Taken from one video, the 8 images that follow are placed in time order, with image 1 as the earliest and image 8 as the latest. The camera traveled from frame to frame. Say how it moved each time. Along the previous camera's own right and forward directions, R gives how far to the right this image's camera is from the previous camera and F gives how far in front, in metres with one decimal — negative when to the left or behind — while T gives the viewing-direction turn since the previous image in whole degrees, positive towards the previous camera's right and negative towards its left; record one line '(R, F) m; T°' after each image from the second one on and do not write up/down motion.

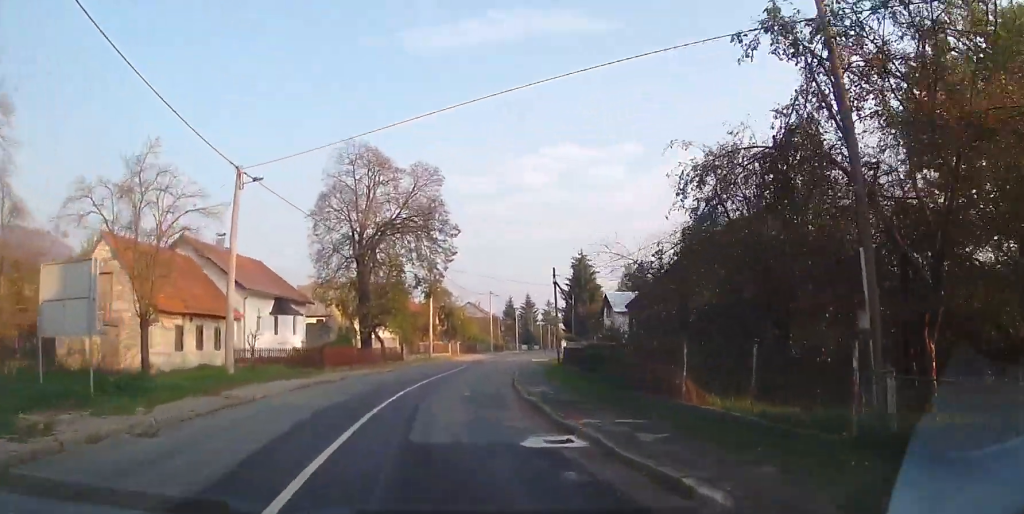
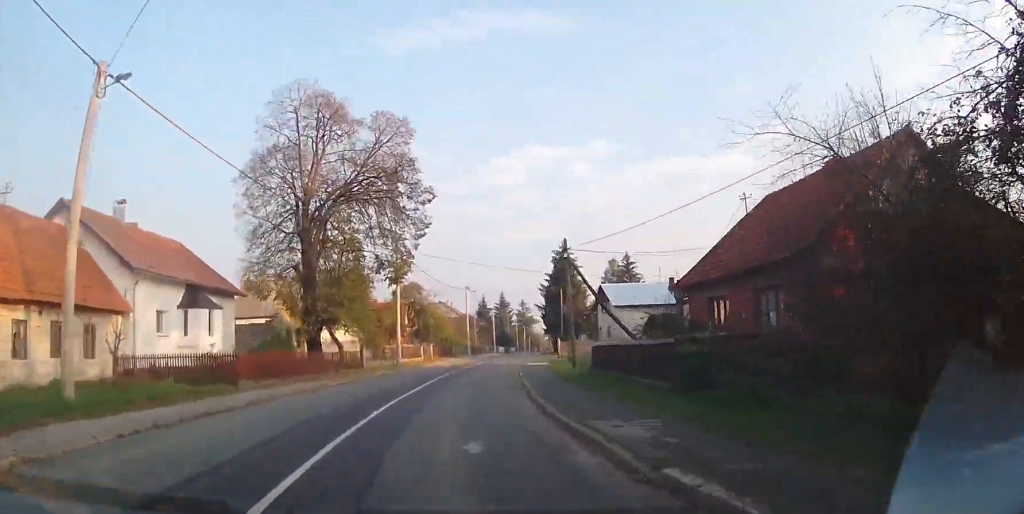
(-0.4, +10.4) m; +1°
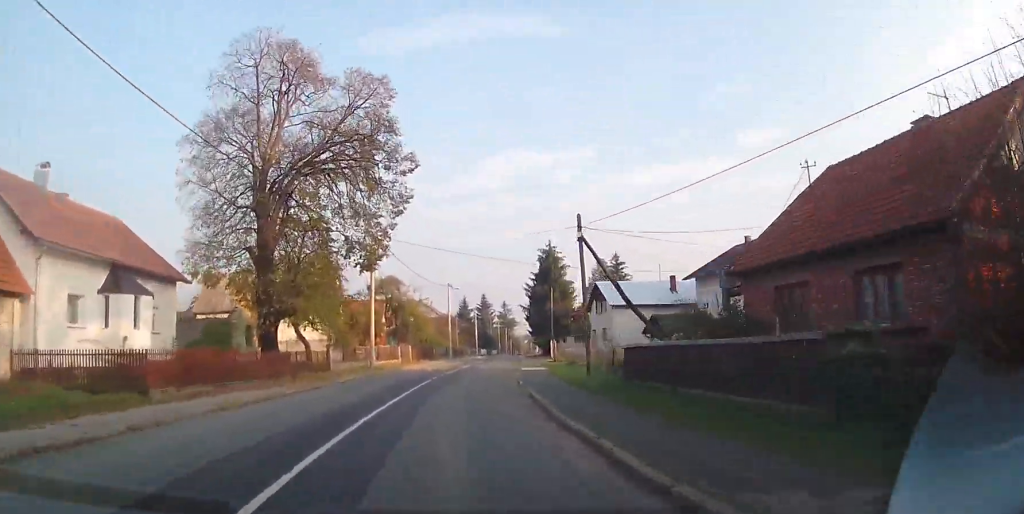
(+0.2, +5.6) m; +3°
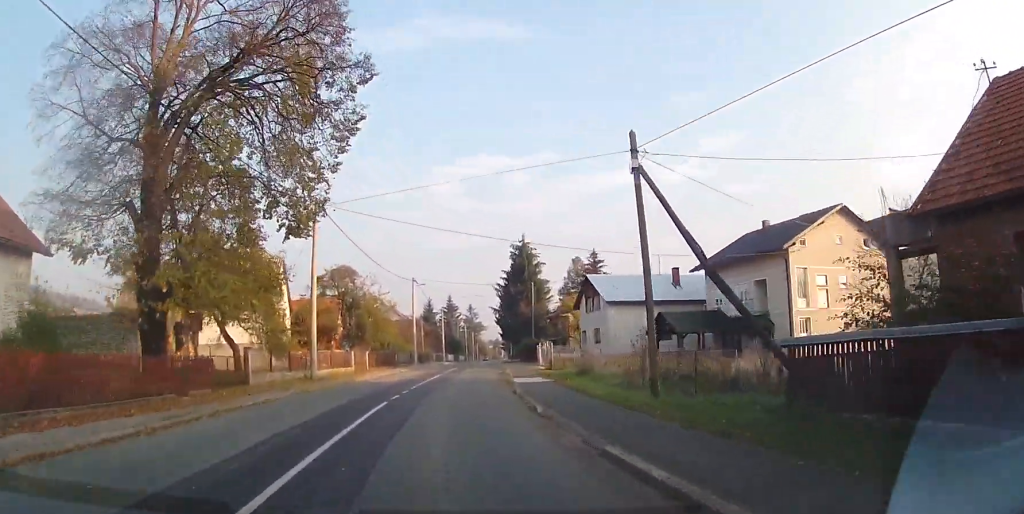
(+0.3, +9.1) m; +5°
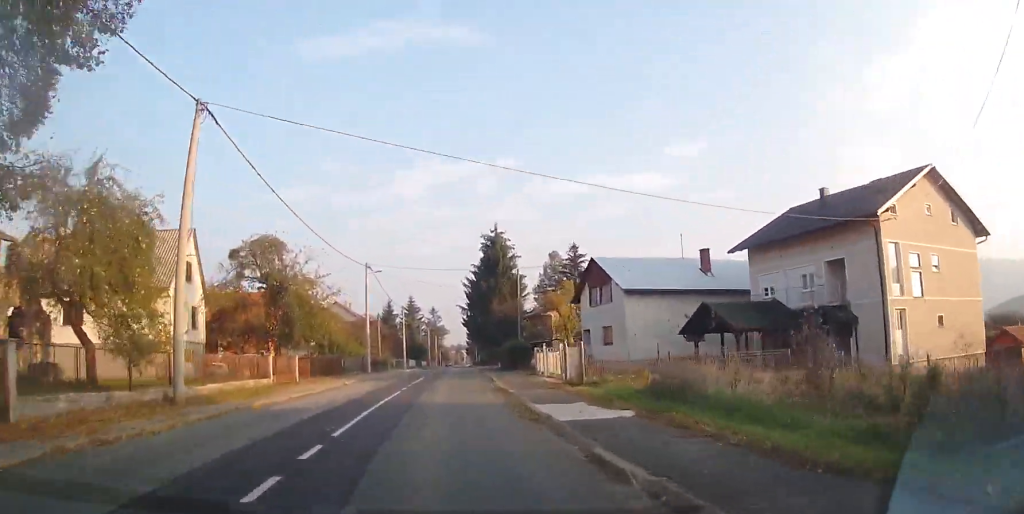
(+0.8, +12.5) m; +4°
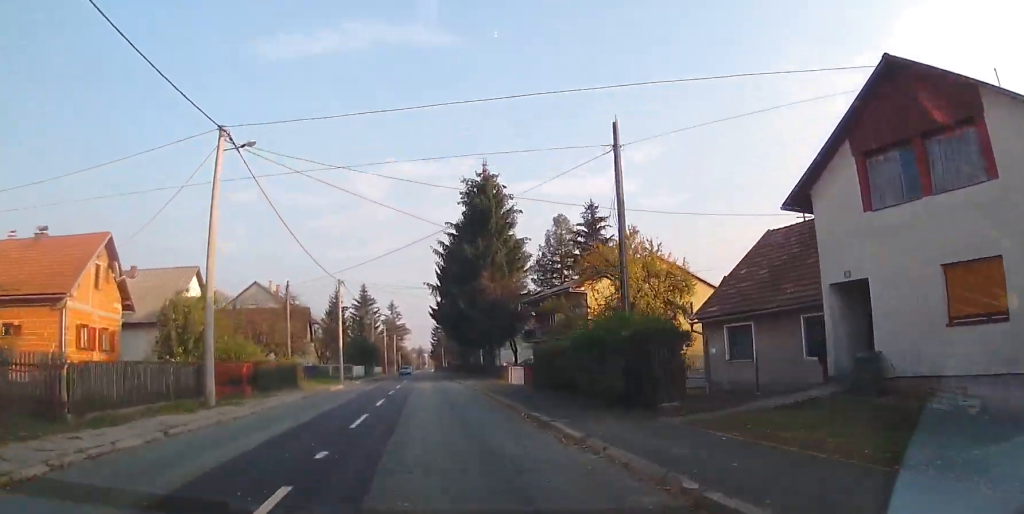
(+0.5, +29.8) m; +2°
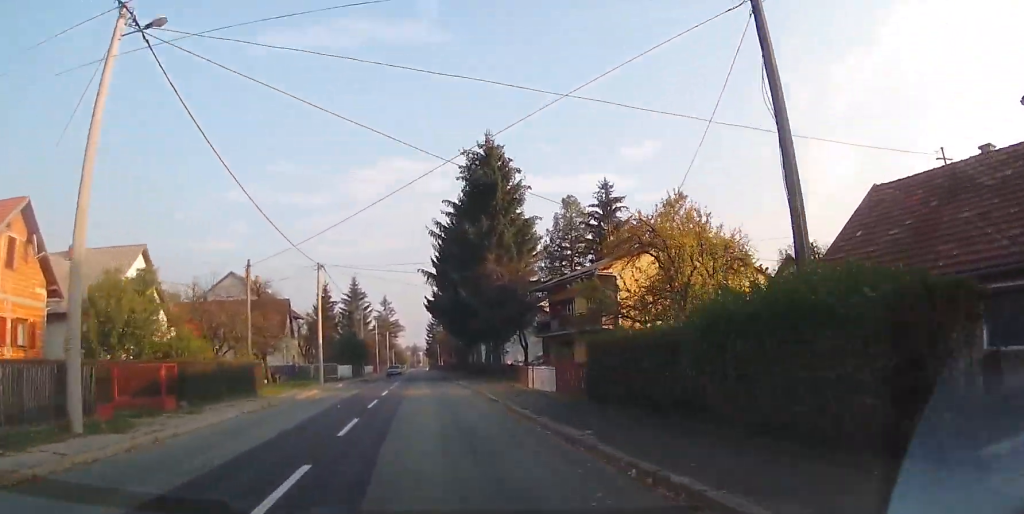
(+0.1, +7.6) m; 0°
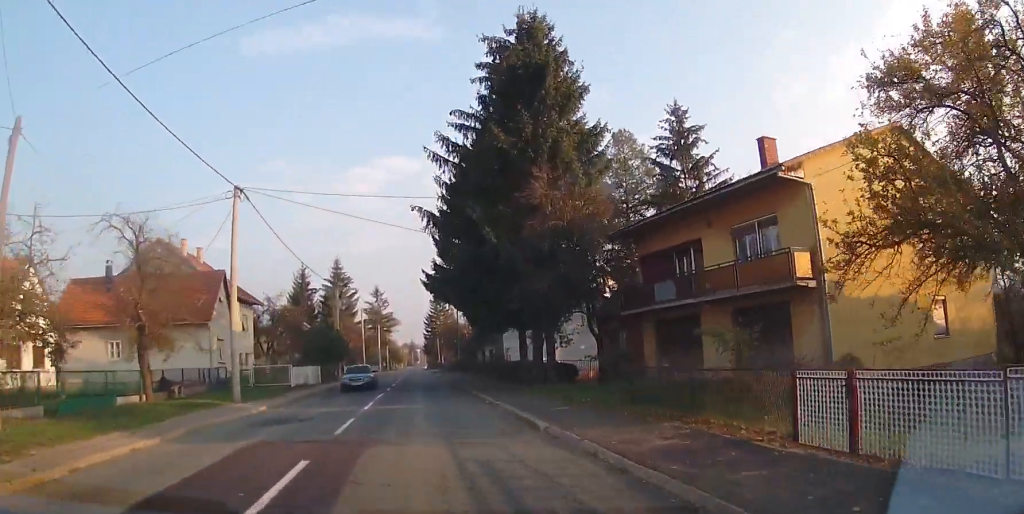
(-0.1, +19.3) m; +1°
